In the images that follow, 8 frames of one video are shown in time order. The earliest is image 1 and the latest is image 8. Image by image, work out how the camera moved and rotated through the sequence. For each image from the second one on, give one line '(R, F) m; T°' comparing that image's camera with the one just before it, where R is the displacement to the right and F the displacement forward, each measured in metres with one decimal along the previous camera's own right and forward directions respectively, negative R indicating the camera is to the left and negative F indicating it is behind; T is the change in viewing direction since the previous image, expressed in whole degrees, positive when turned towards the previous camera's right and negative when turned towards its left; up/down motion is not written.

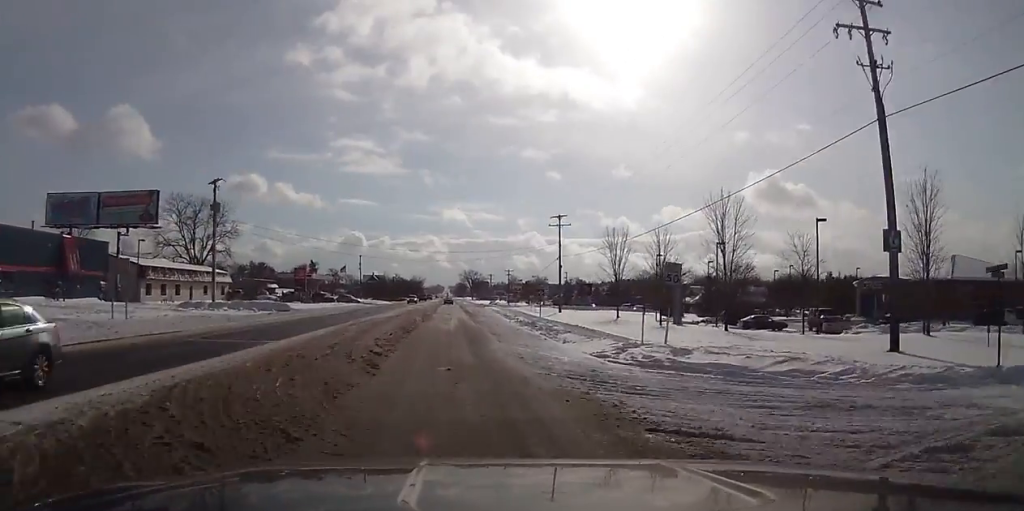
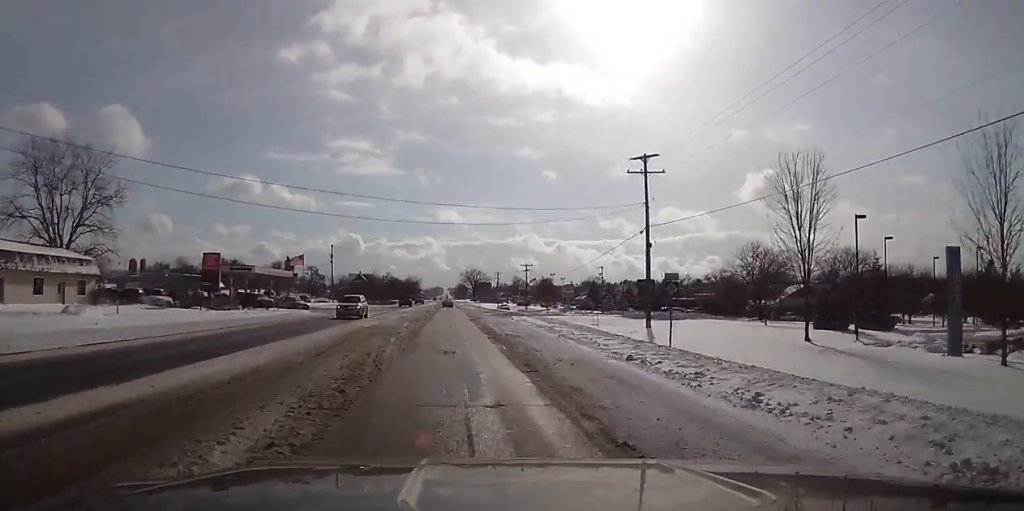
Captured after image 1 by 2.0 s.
(-0.3, +41.4) m; 0°
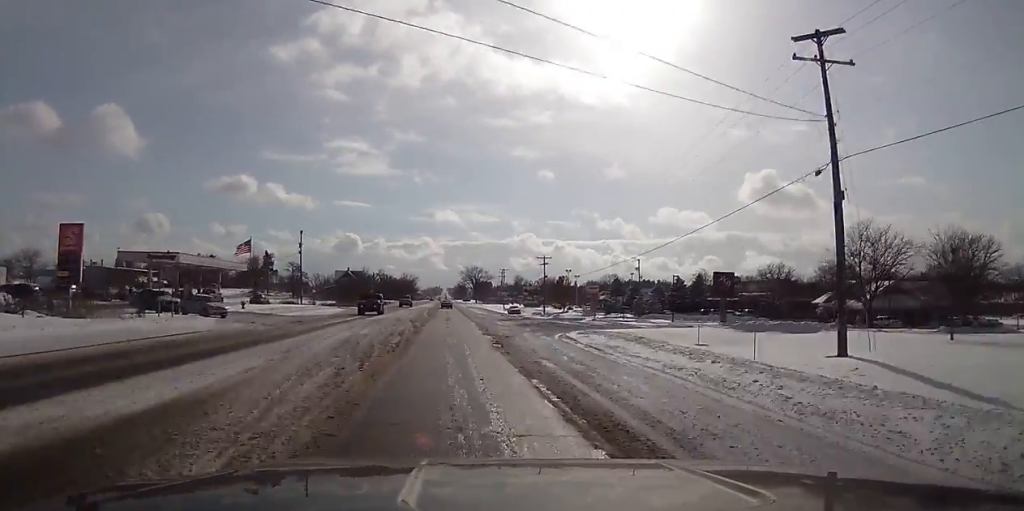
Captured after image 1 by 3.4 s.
(+0.2, +27.0) m; 0°
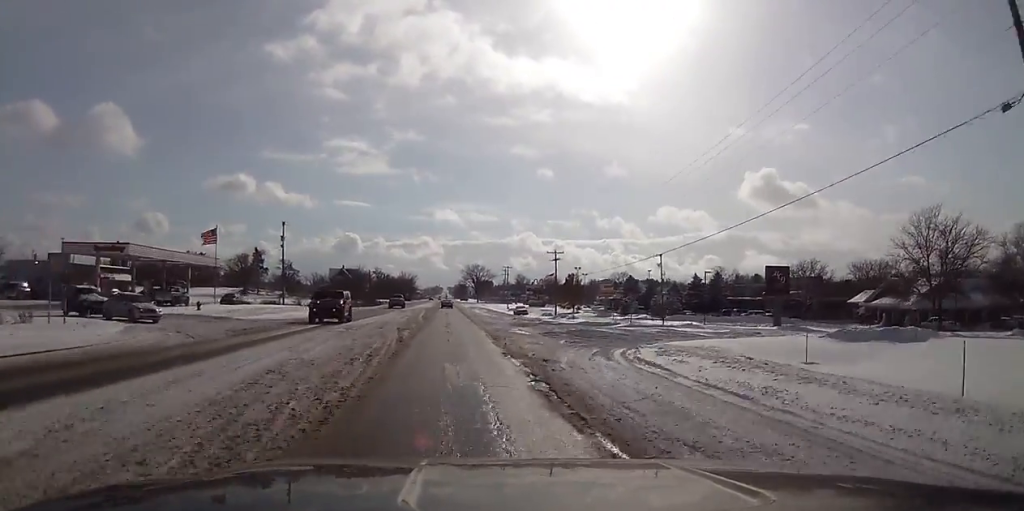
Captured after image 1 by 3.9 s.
(0.0, +11.4) m; 0°
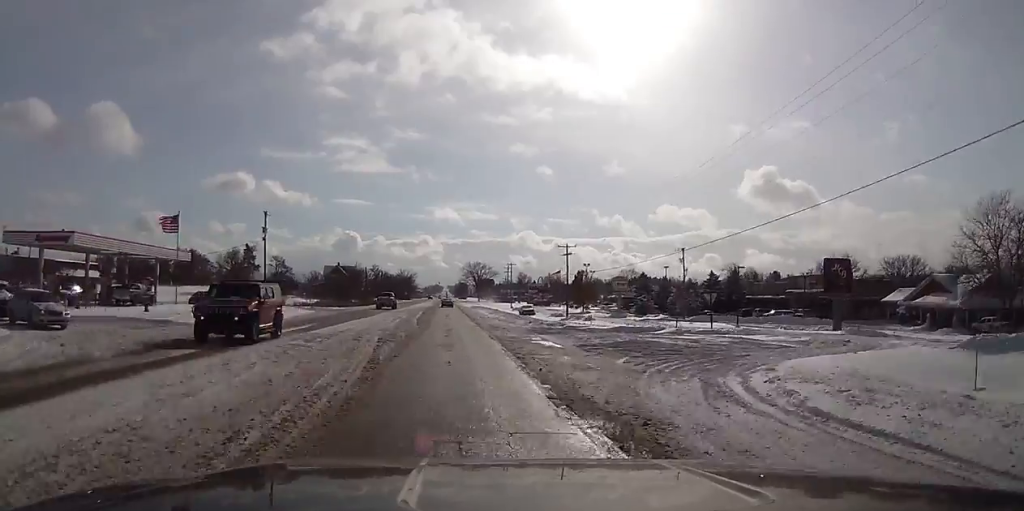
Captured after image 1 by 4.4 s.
(0.0, +9.4) m; 0°
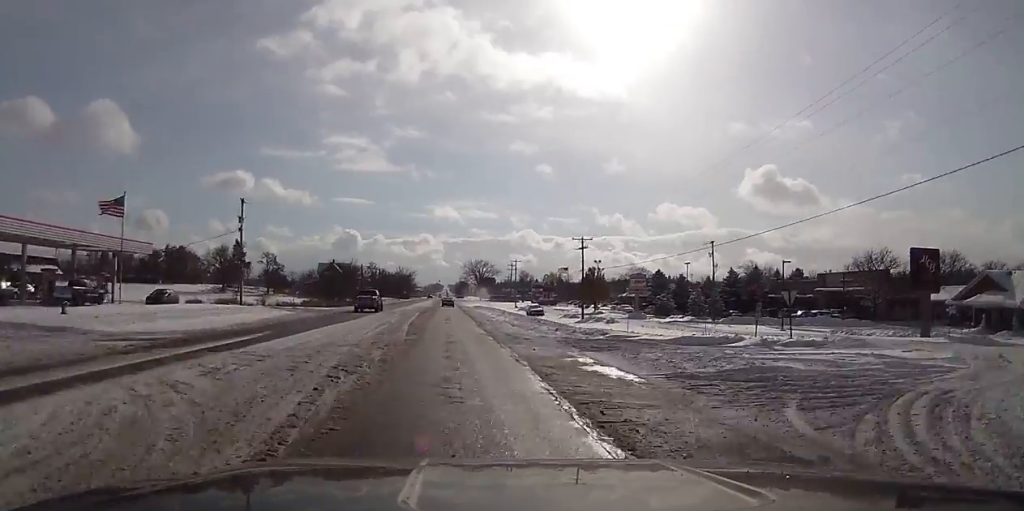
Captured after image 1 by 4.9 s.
(0.0, +10.0) m; 0°
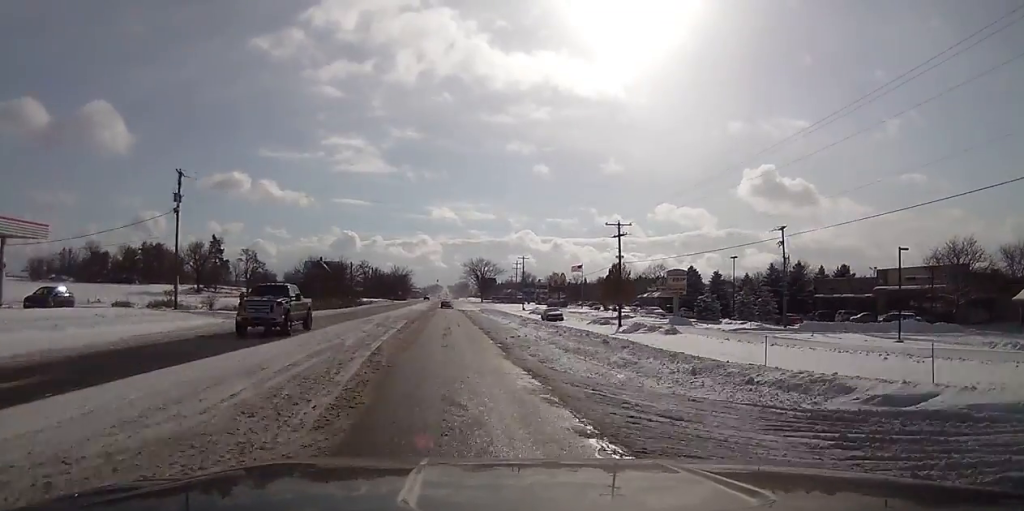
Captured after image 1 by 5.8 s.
(0.0, +17.9) m; 0°
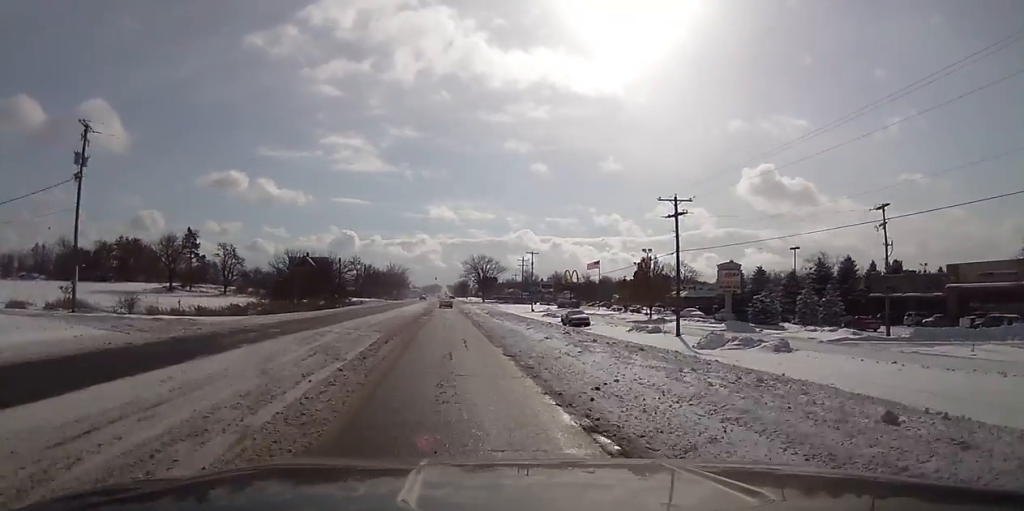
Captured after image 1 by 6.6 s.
(0.0, +16.5) m; 0°
